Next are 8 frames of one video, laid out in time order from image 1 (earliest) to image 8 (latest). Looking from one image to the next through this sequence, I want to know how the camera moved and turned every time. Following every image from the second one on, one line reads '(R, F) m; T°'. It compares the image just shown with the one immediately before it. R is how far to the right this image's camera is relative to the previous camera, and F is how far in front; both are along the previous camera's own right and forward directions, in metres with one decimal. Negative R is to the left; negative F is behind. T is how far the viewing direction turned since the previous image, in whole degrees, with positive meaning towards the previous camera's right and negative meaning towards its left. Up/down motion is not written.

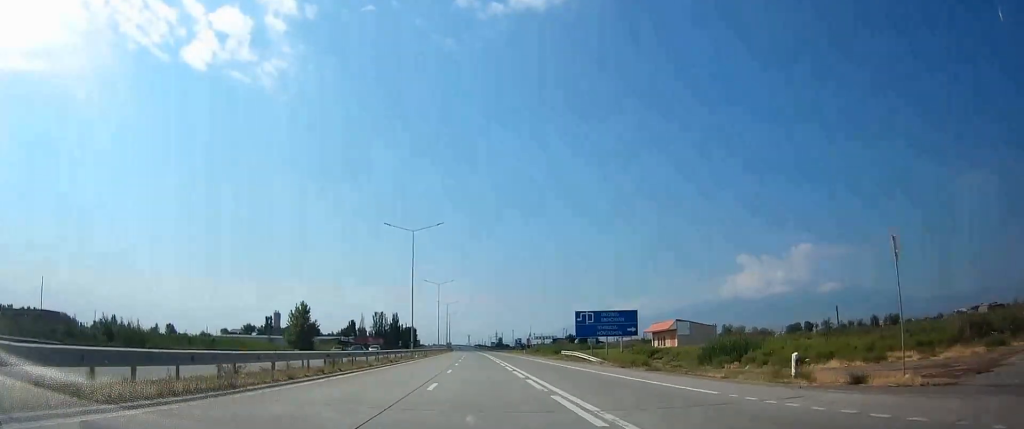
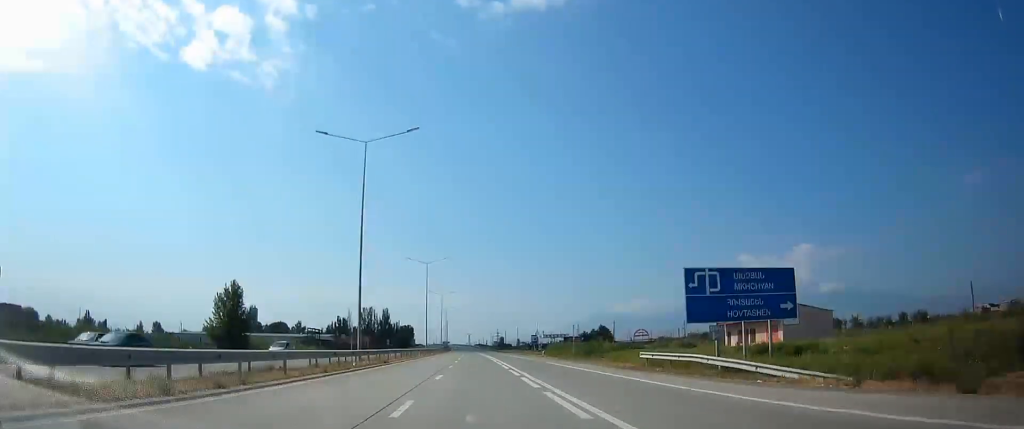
(+0.1, +30.7) m; -1°
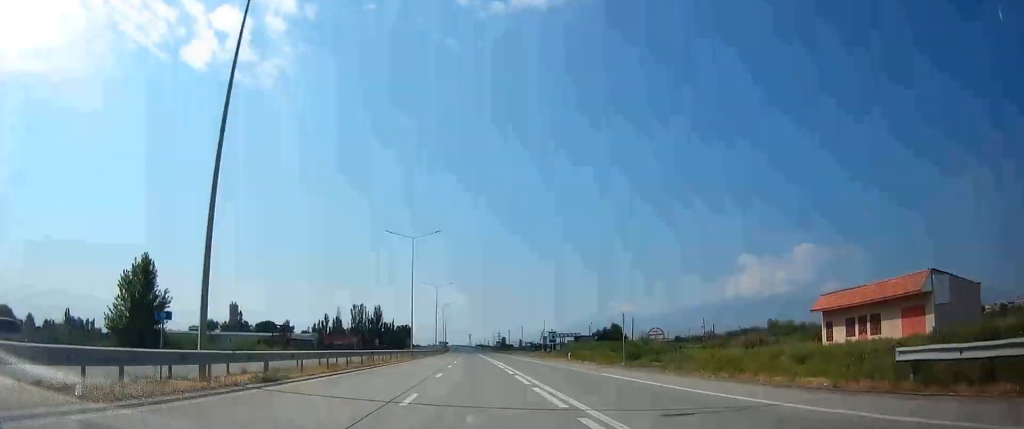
(-0.3, +21.9) m; 0°
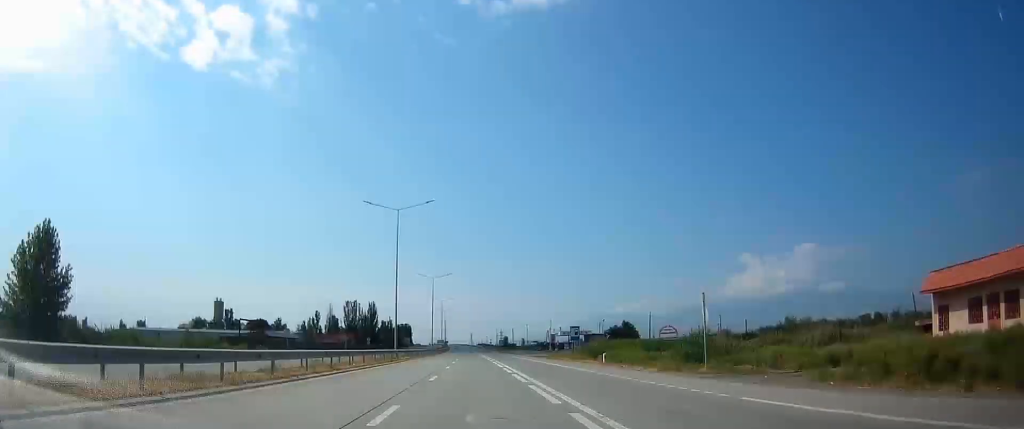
(-0.4, +15.3) m; 0°
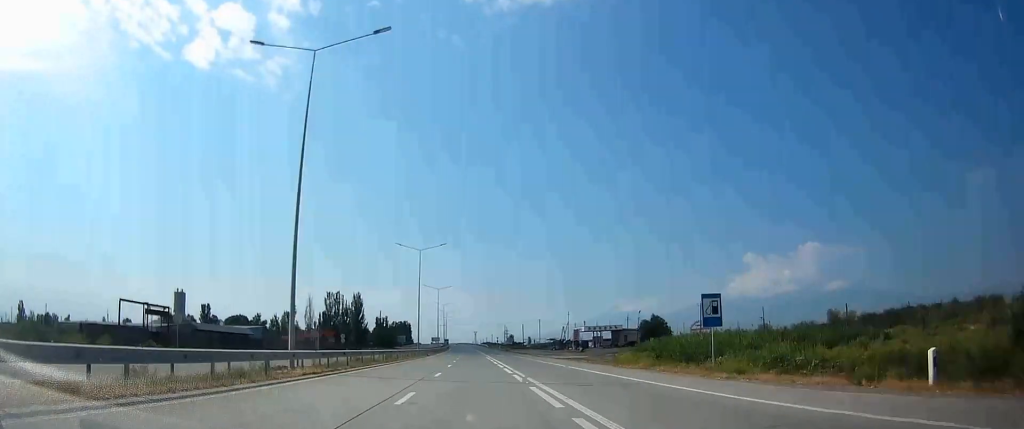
(+0.7, +32.7) m; +1°
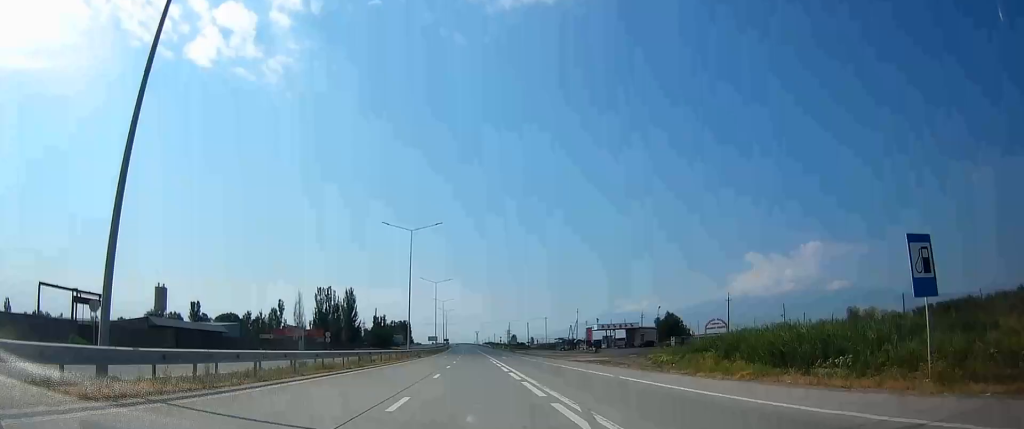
(-0.1, +13.1) m; 0°
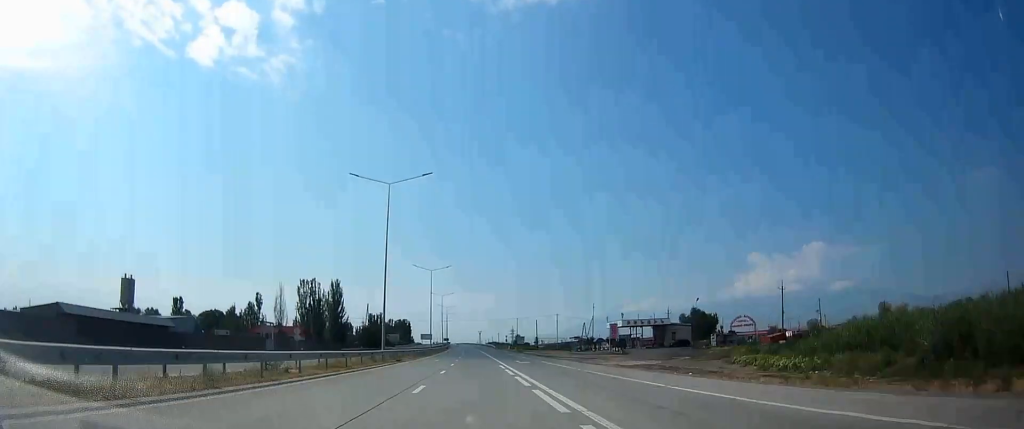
(-0.1, +19.6) m; -1°
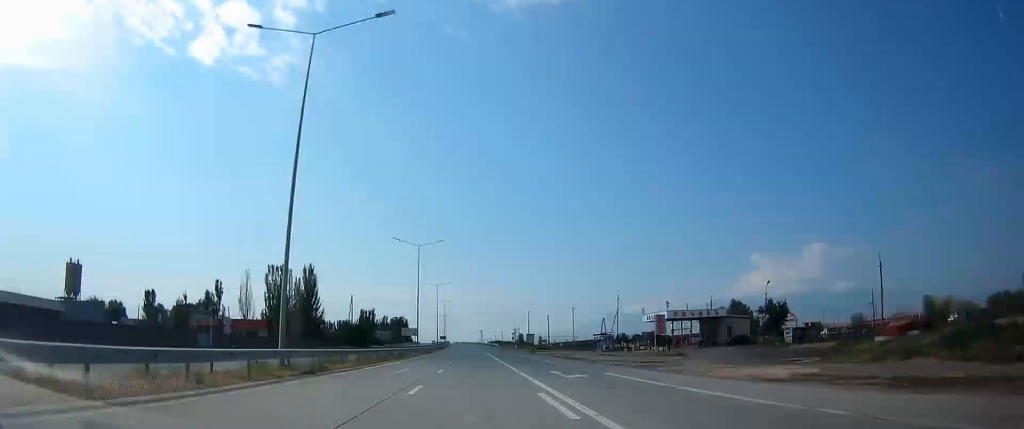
(-0.3, +25.1) m; -1°
